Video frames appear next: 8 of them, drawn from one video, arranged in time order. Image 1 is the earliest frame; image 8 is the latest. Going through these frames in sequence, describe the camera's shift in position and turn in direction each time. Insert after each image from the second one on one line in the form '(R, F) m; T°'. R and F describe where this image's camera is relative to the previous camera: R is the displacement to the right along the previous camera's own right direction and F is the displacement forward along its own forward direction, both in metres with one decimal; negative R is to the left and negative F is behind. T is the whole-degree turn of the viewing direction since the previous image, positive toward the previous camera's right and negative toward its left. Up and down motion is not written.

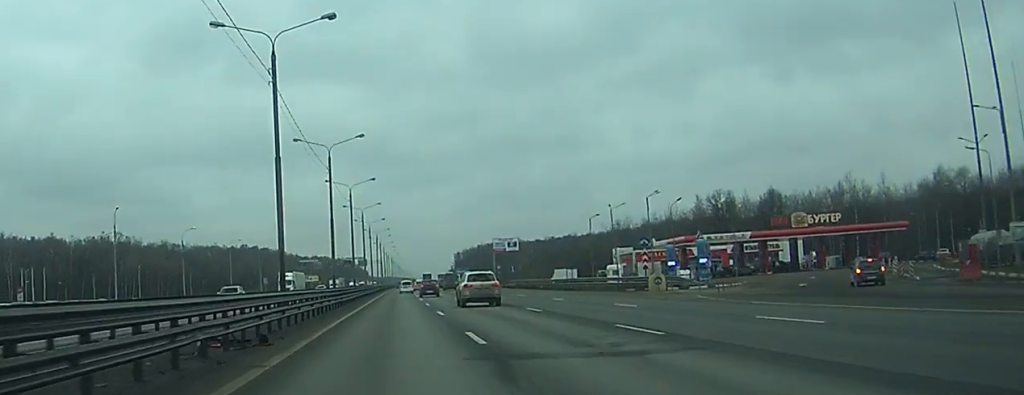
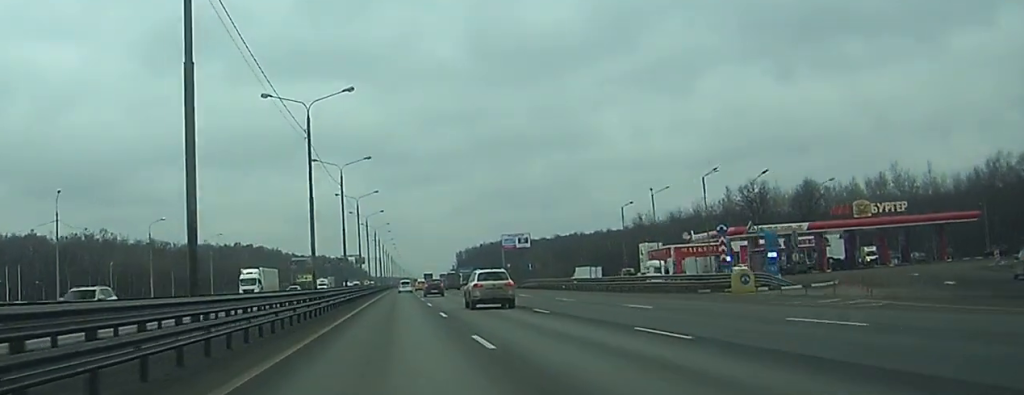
(-0.1, +17.3) m; 0°
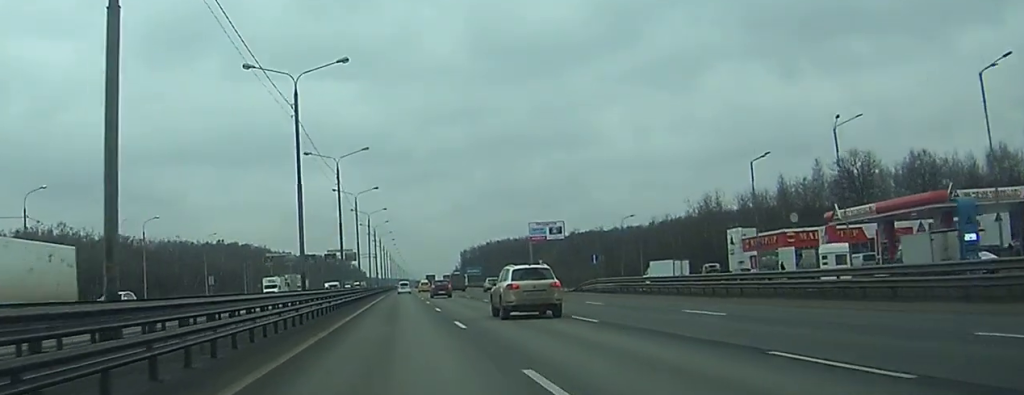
(-0.1, +38.8) m; 0°
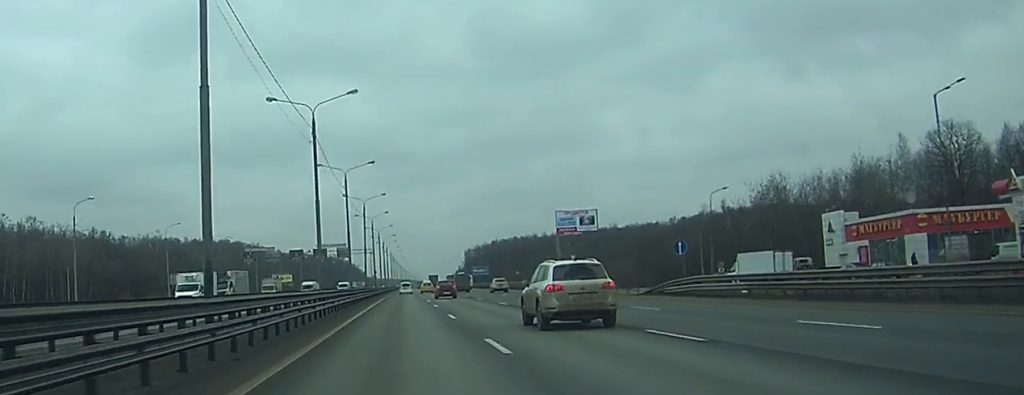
(0.0, +24.3) m; 0°
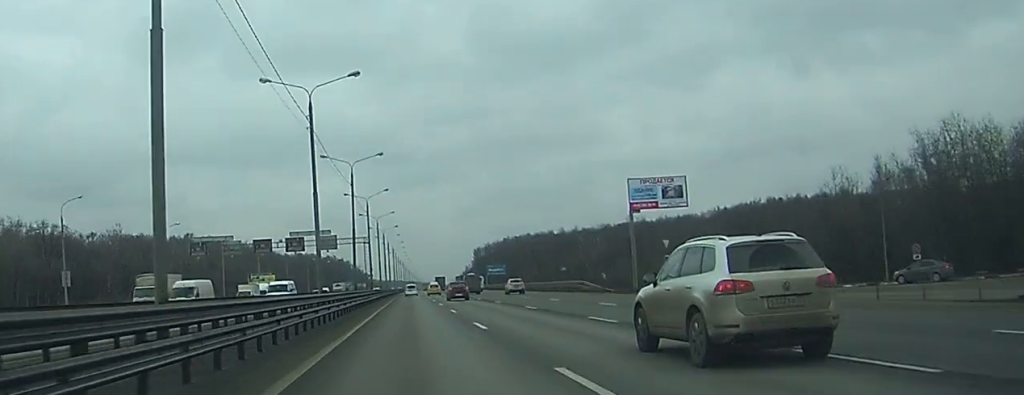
(+0.2, +38.8) m; +1°
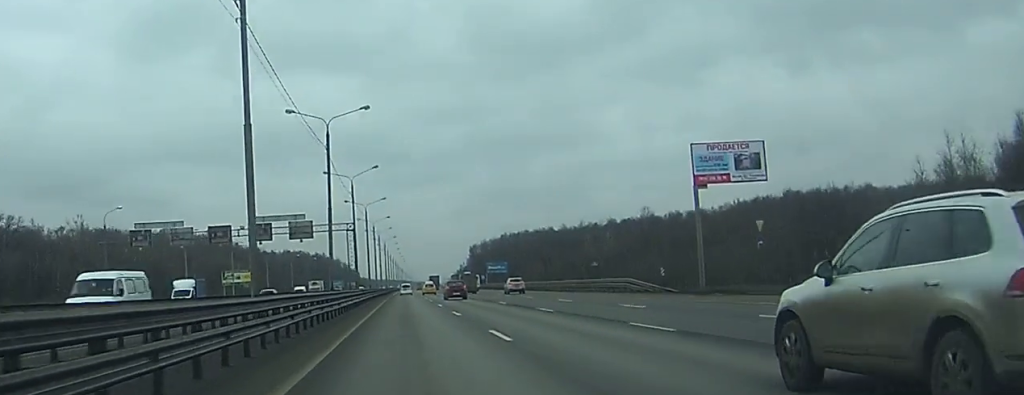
(+0.2, +21.7) m; 0°
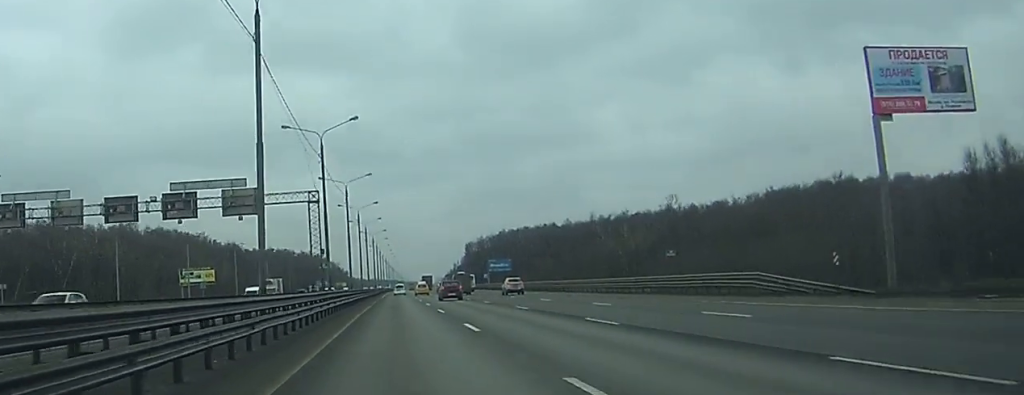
(-0.1, +28.4) m; 0°
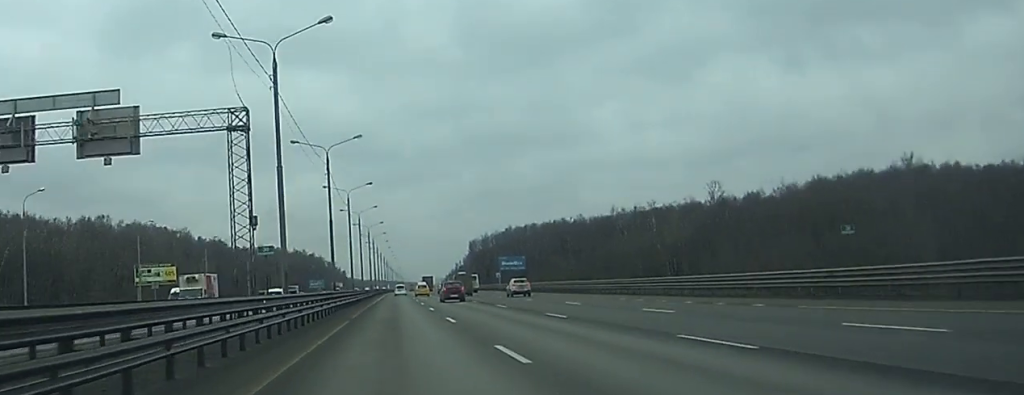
(+0.2, +25.9) m; 0°
